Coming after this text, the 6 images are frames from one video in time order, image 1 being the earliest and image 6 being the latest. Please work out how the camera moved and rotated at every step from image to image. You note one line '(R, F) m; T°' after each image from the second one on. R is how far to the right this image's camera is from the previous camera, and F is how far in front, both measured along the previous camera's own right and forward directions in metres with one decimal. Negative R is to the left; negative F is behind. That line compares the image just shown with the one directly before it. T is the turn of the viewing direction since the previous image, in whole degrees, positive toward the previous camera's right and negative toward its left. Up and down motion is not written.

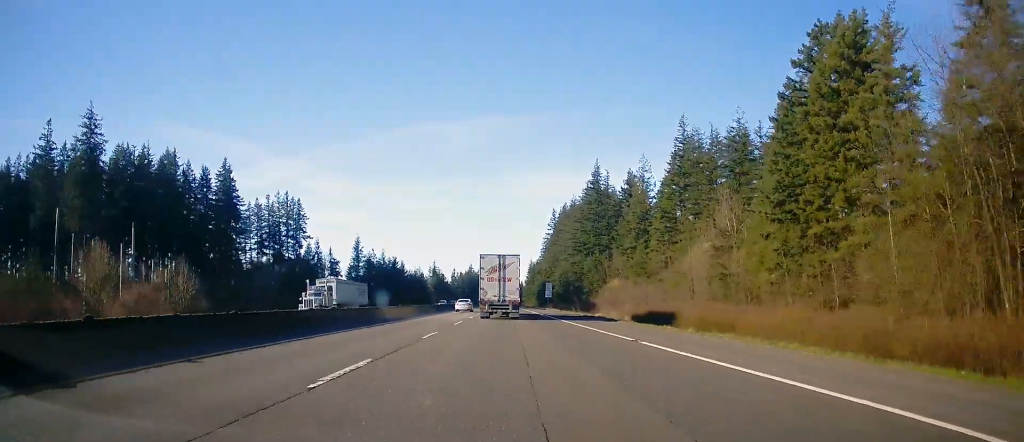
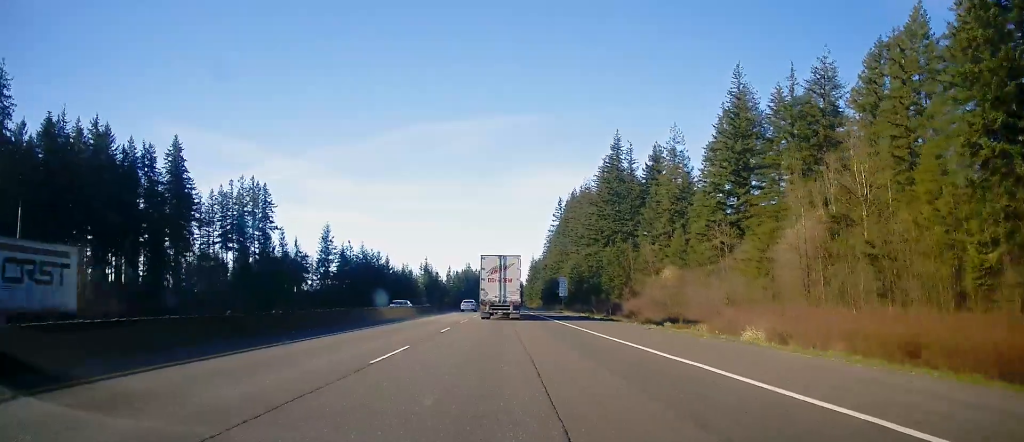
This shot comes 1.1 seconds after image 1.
(+0.4, +30.8) m; 0°
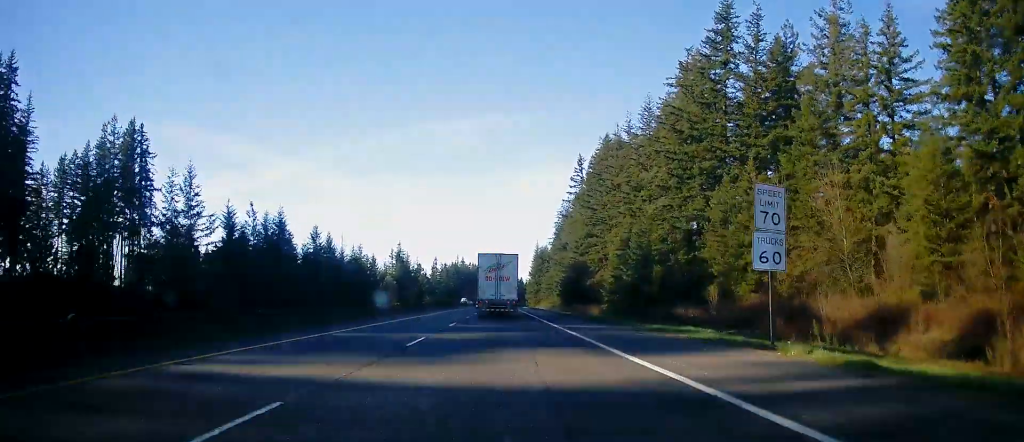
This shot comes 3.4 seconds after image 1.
(-0.5, +68.5) m; 0°
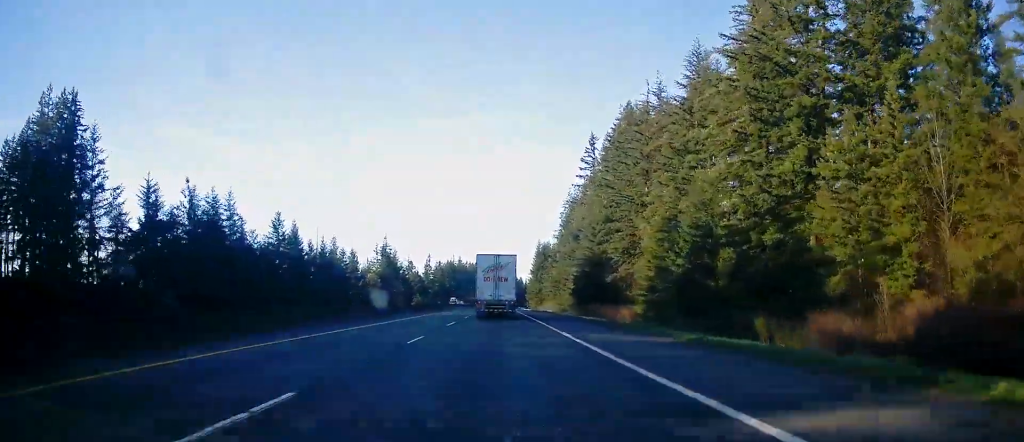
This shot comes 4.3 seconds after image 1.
(+0.1, +23.7) m; 0°
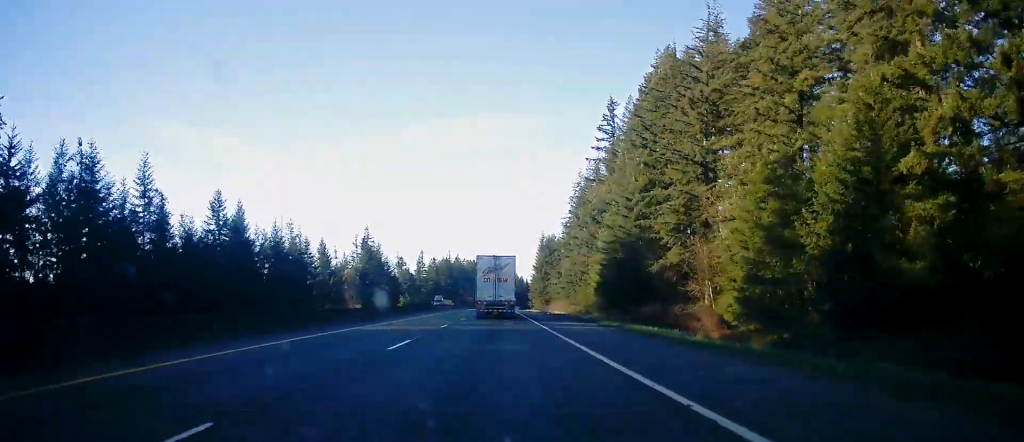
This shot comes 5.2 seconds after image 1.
(0.0, +26.3) m; 0°
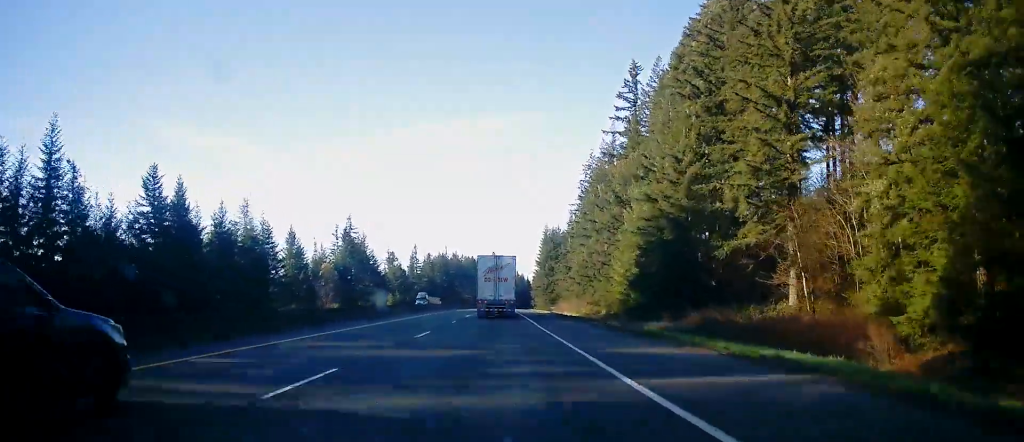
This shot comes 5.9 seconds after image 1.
(0.0, +19.6) m; 0°
